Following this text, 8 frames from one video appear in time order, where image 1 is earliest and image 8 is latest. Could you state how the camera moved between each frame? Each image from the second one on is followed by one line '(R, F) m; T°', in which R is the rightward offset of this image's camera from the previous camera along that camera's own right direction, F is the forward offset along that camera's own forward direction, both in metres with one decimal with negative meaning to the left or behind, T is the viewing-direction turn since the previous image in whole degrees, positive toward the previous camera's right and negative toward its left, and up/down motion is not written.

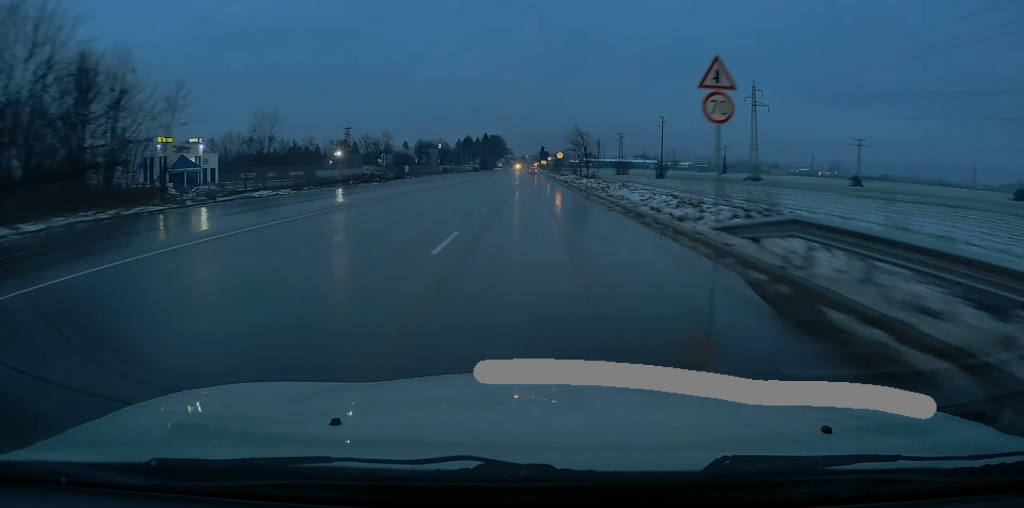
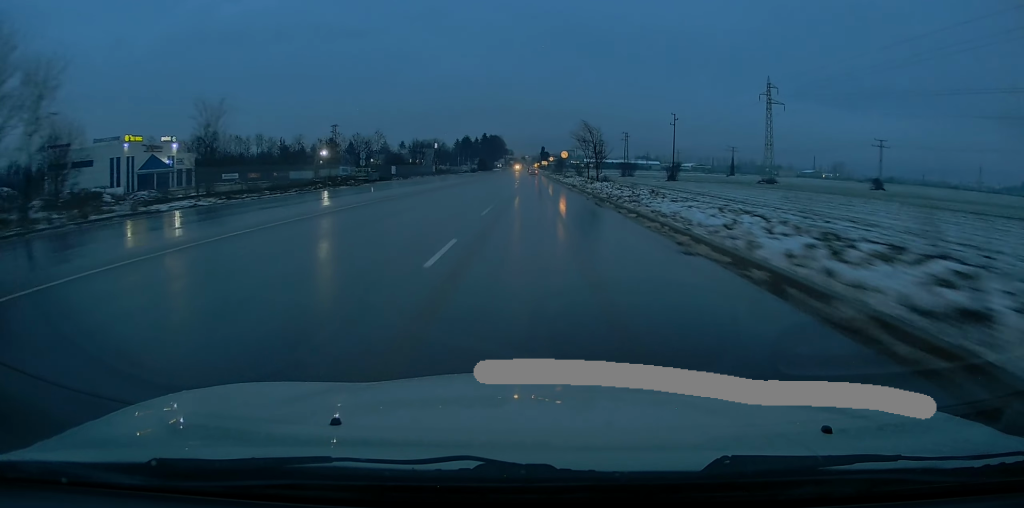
(0.0, +9.9) m; 0°
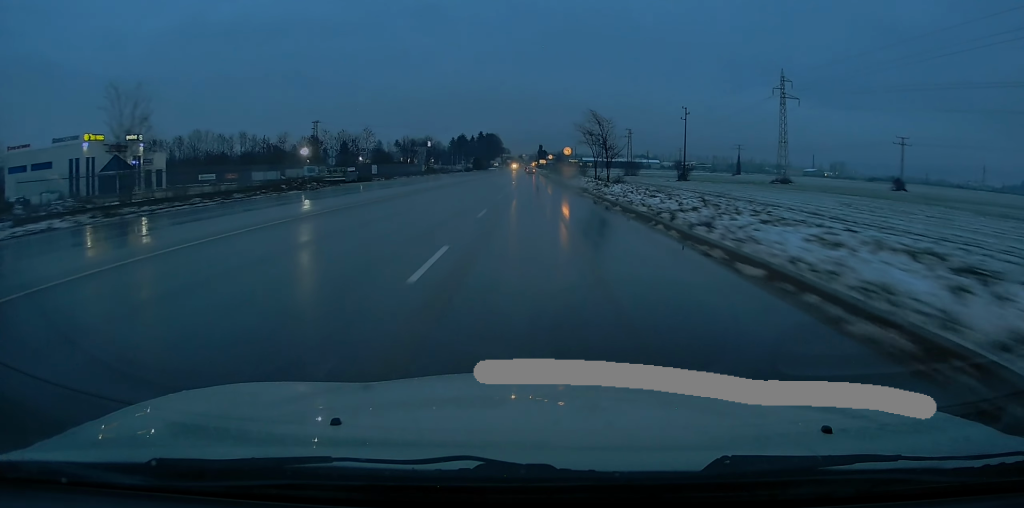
(-0.2, +9.9) m; -1°
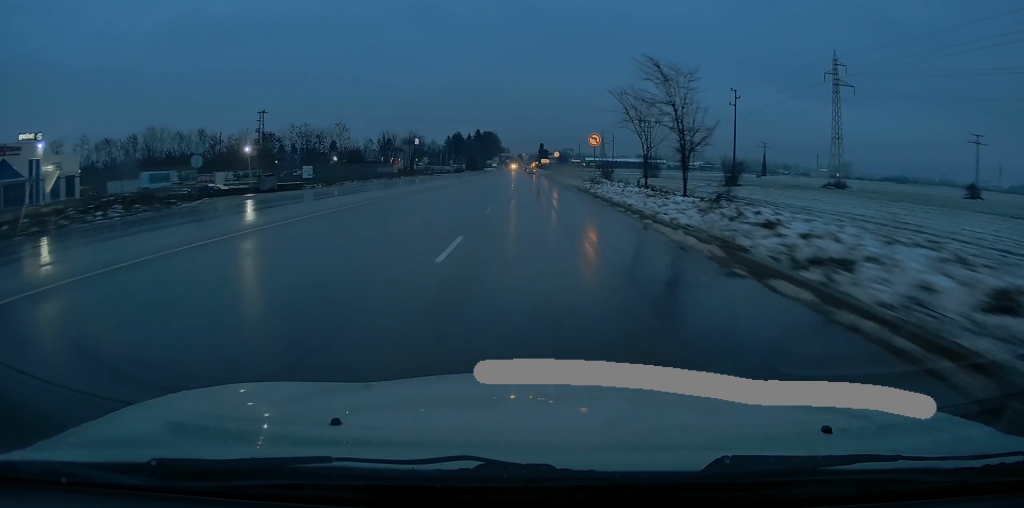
(+0.1, +24.9) m; +1°
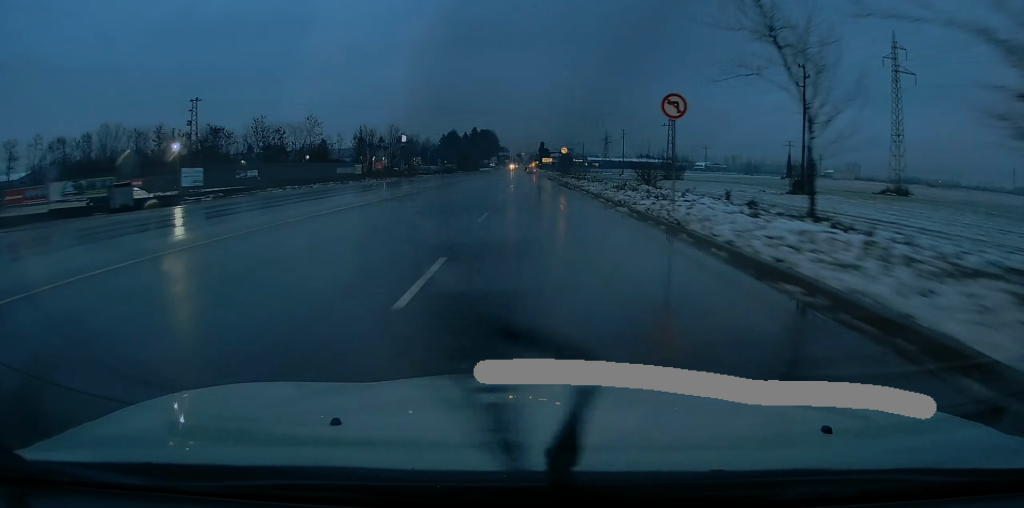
(+0.2, +20.2) m; 0°
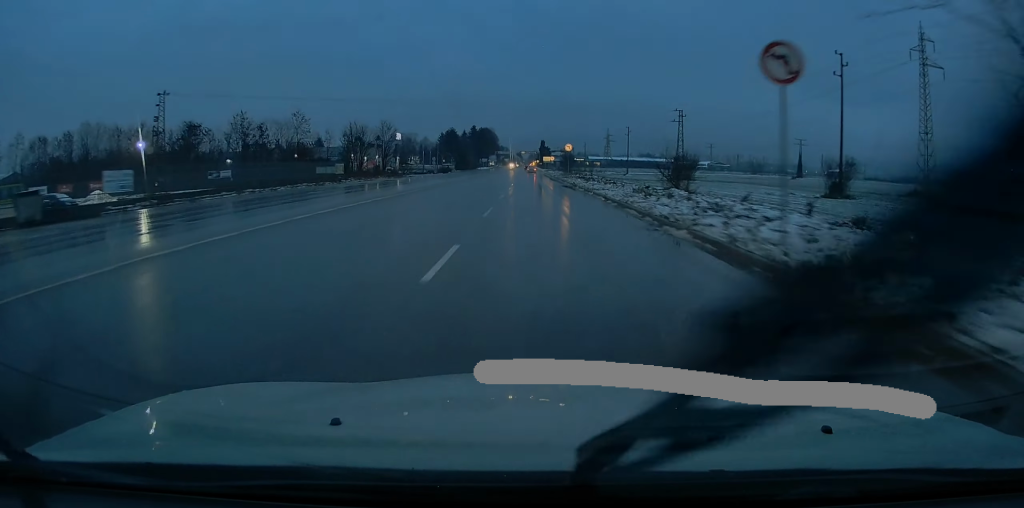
(-0.1, +7.4) m; -1°
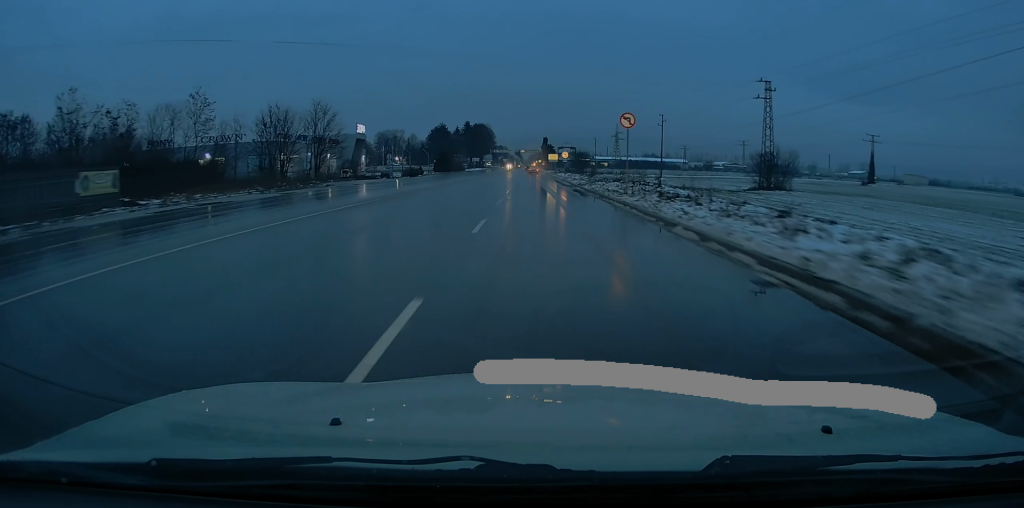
(-0.1, +39.2) m; +1°
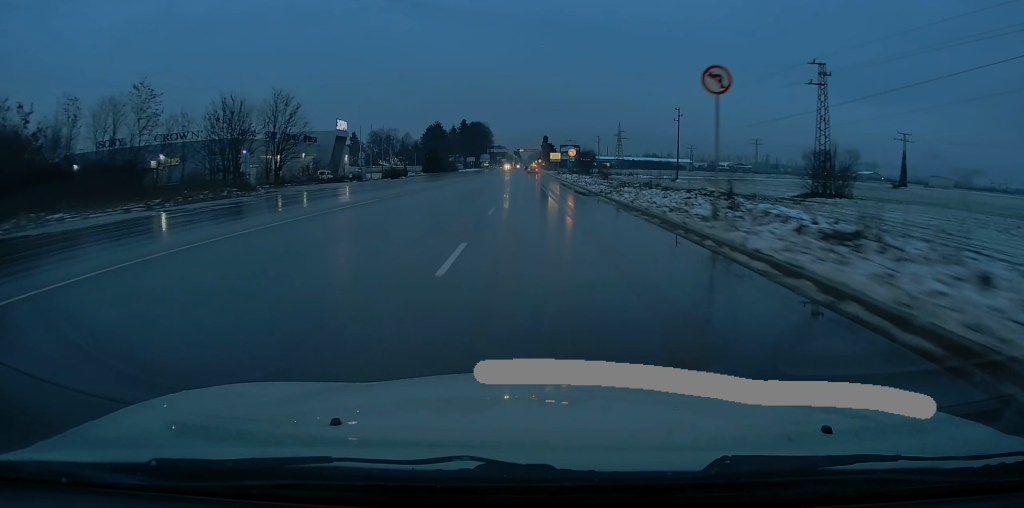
(+0.1, +13.2) m; 0°
